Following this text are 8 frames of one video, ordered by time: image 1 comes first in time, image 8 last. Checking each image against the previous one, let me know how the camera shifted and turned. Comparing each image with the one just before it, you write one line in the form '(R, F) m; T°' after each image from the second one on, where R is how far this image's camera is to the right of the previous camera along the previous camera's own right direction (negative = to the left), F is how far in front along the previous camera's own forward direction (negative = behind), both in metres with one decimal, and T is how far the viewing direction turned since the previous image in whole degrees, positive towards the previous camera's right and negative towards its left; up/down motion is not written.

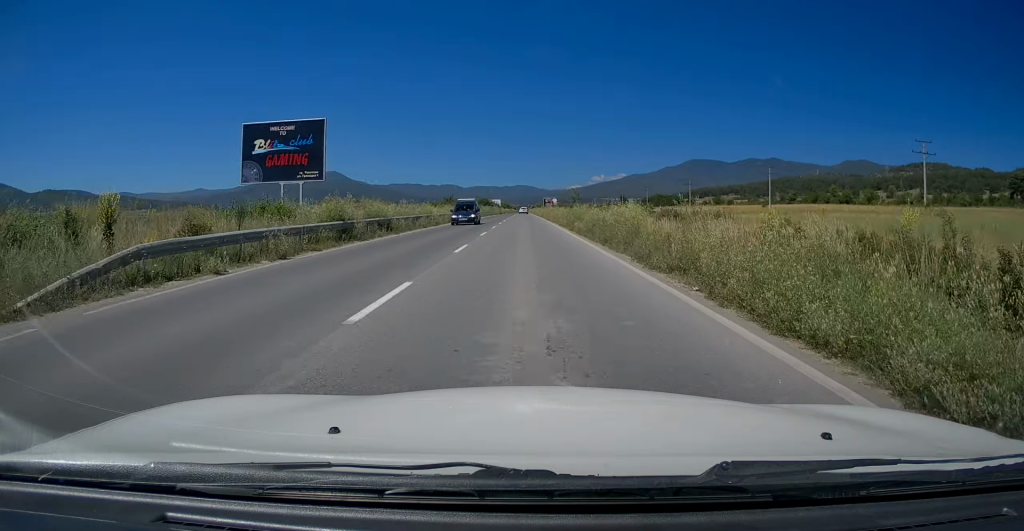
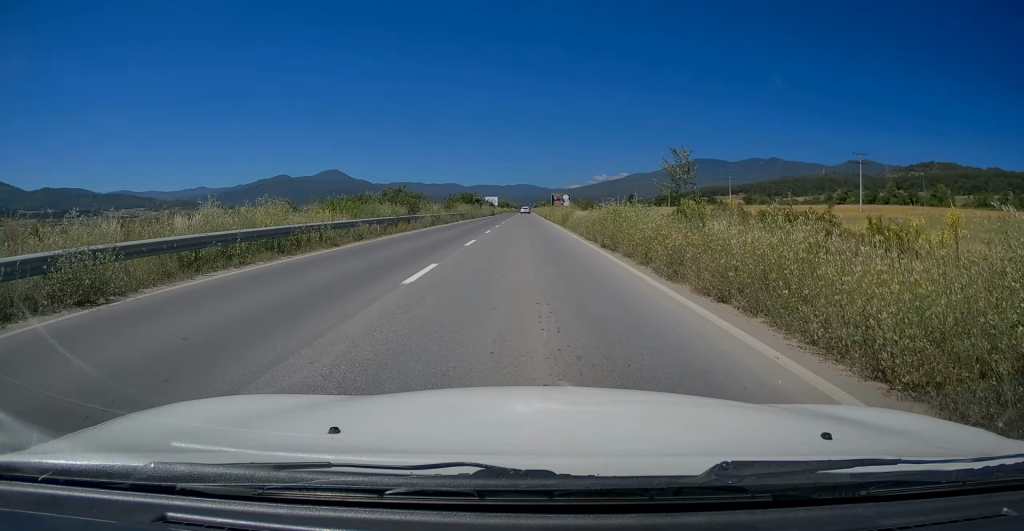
(-0.3, +41.8) m; 0°
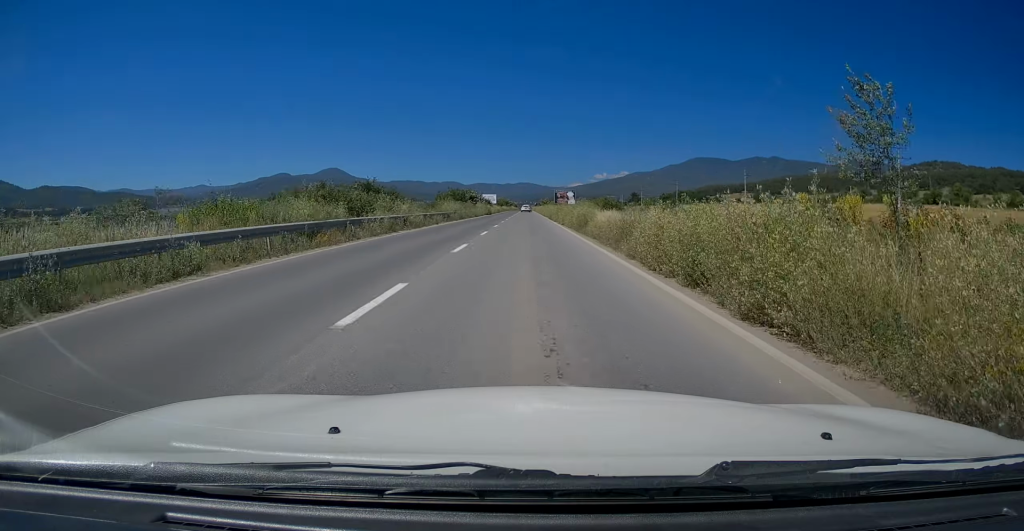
(-0.1, +12.1) m; 0°
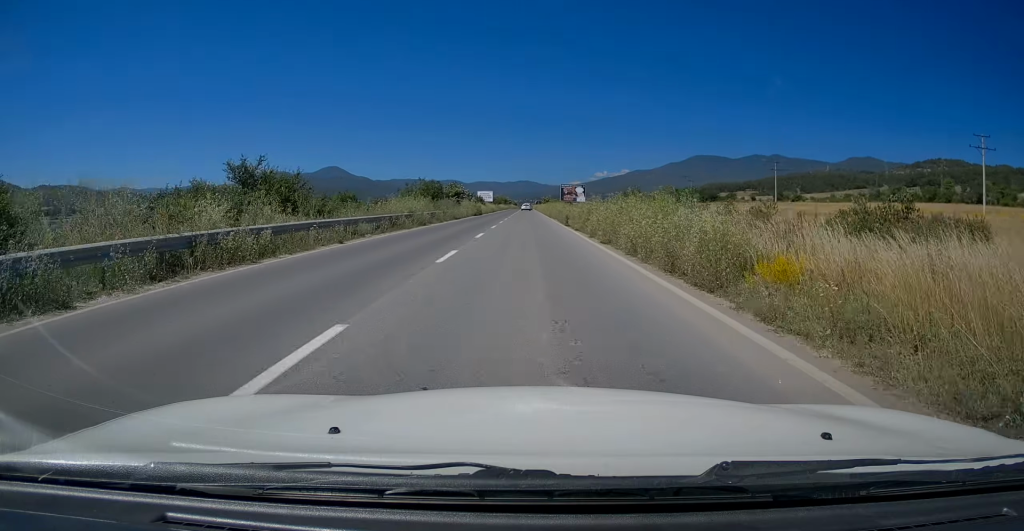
(+0.3, +20.9) m; 0°
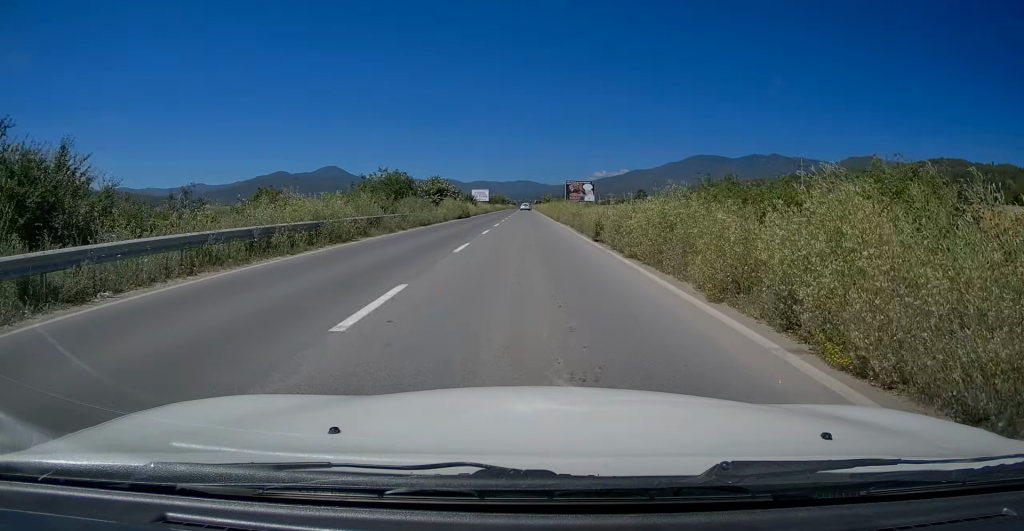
(0.0, +15.3) m; 0°
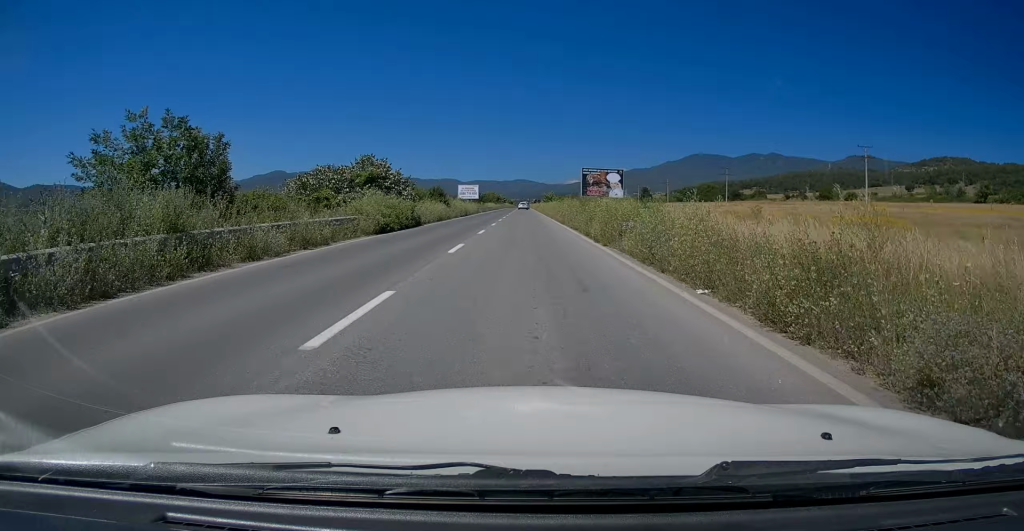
(-0.1, +27.8) m; 0°
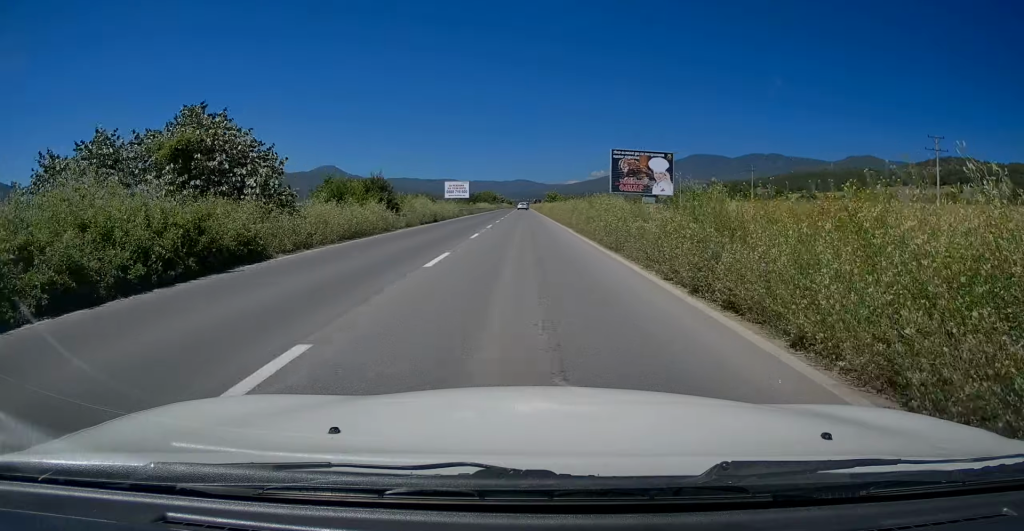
(+0.1, +20.9) m; 0°
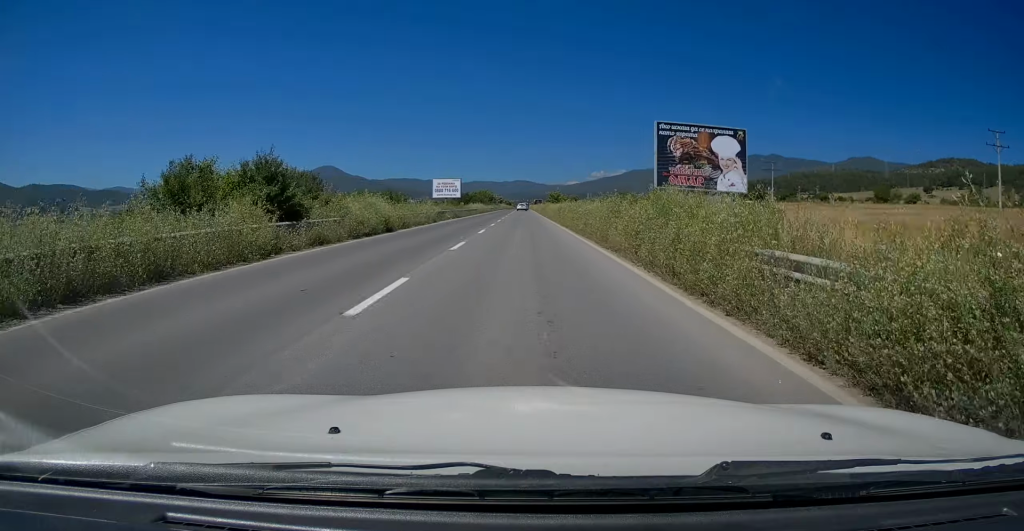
(-0.2, +13.7) m; -1°
